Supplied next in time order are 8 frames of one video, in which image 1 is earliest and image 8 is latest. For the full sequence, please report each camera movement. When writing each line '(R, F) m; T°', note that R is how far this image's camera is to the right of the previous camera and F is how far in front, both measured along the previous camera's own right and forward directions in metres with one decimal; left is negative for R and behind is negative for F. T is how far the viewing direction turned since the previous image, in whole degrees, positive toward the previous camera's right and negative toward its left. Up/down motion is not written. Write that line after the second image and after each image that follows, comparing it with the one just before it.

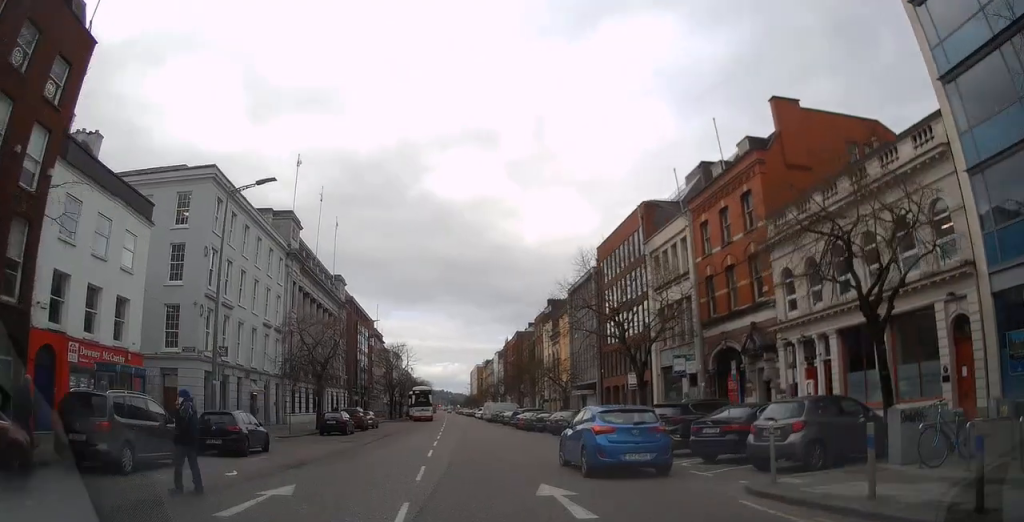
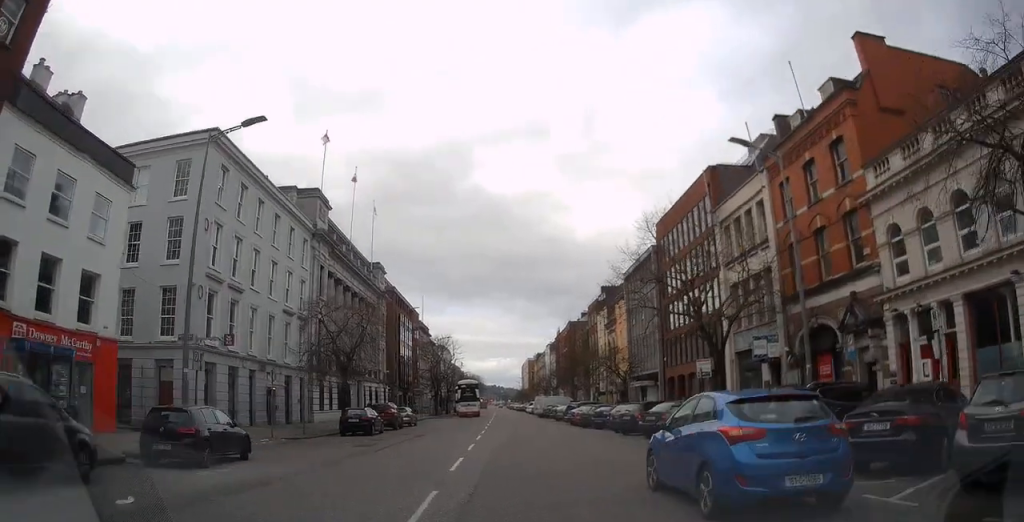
(-0.1, +5.7) m; +1°
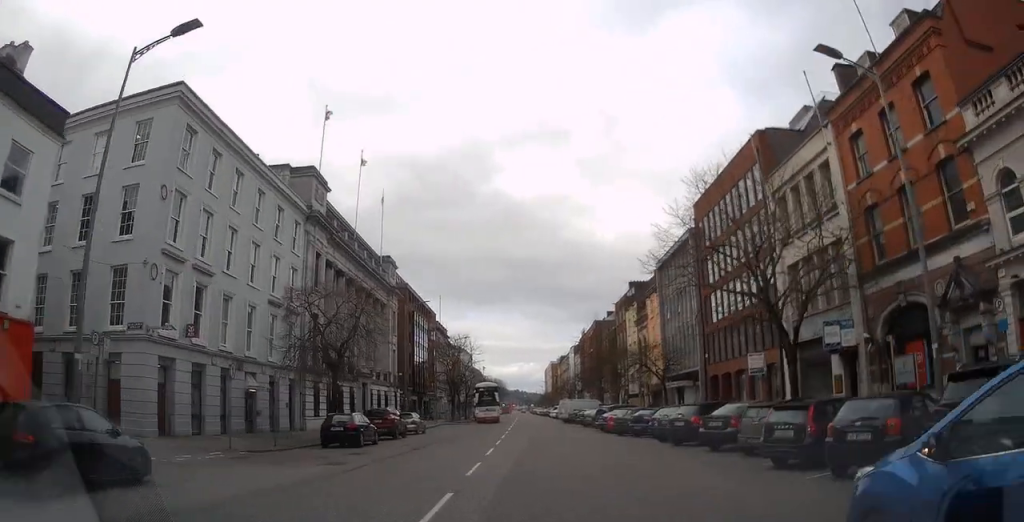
(+0.2, +5.9) m; 0°
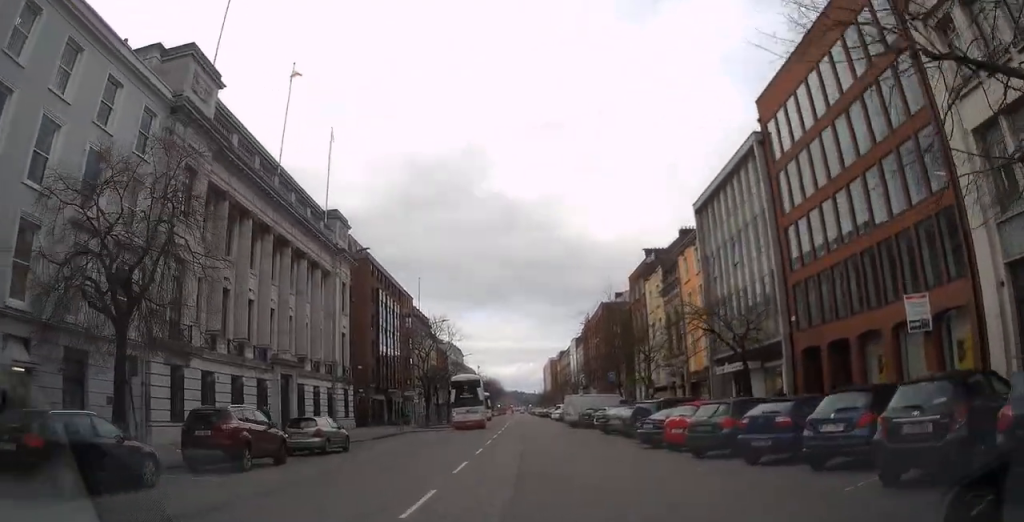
(-0.3, +15.9) m; -2°
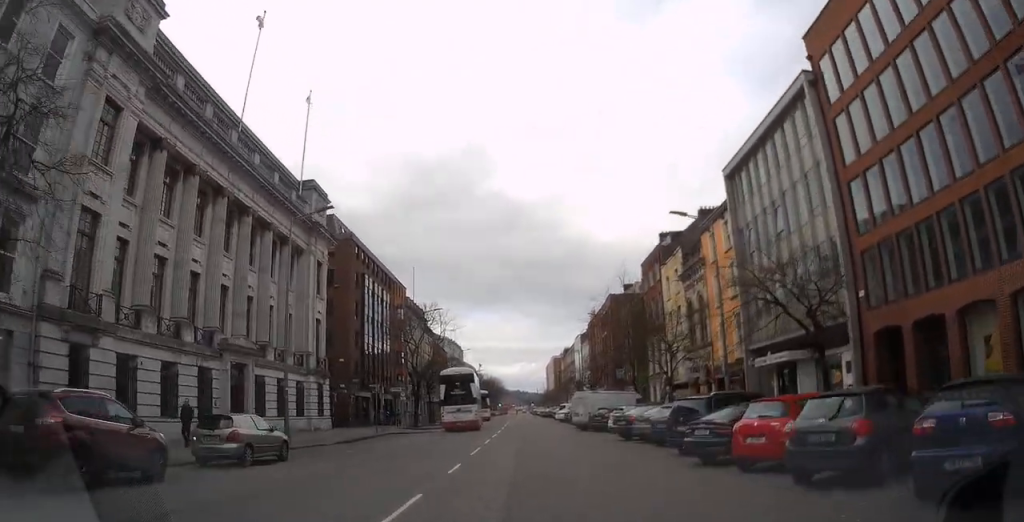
(+0.1, +6.2) m; -1°
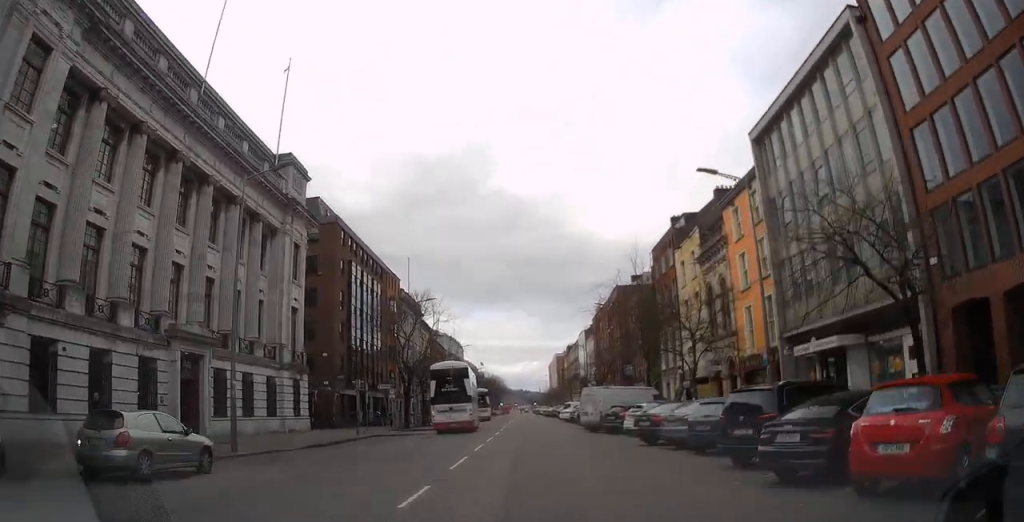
(0.0, +4.5) m; 0°
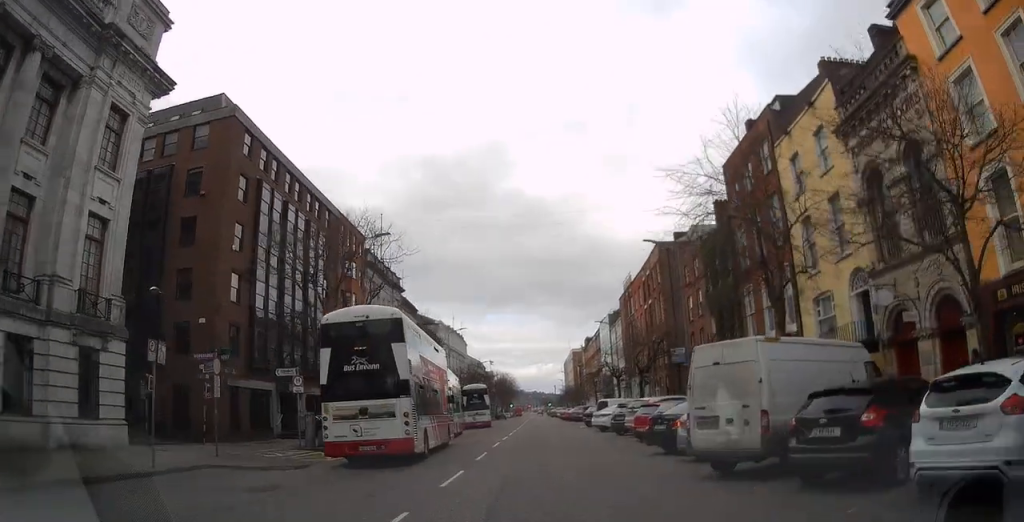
(0.0, +19.6) m; -1°
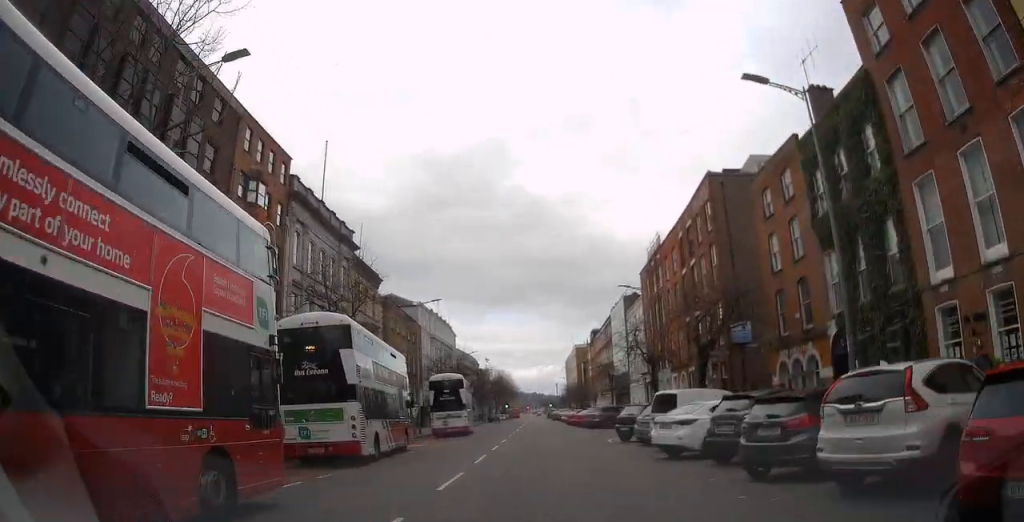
(-0.6, +17.2) m; -1°
